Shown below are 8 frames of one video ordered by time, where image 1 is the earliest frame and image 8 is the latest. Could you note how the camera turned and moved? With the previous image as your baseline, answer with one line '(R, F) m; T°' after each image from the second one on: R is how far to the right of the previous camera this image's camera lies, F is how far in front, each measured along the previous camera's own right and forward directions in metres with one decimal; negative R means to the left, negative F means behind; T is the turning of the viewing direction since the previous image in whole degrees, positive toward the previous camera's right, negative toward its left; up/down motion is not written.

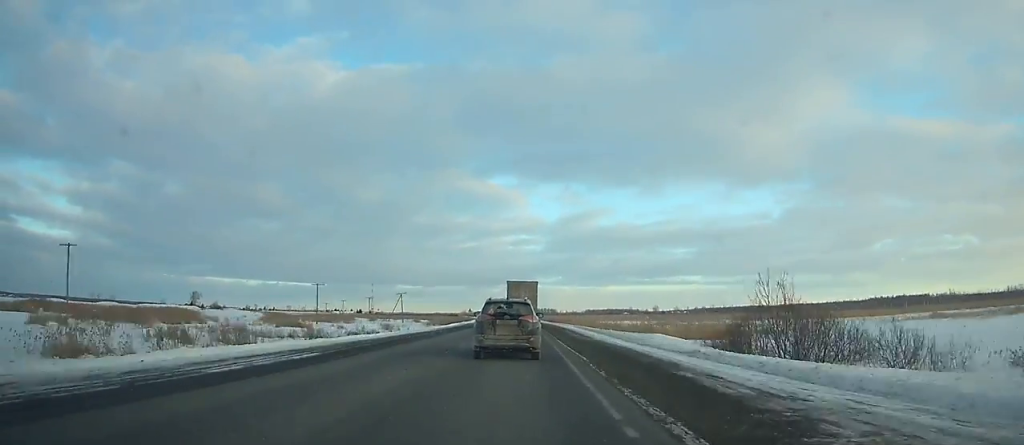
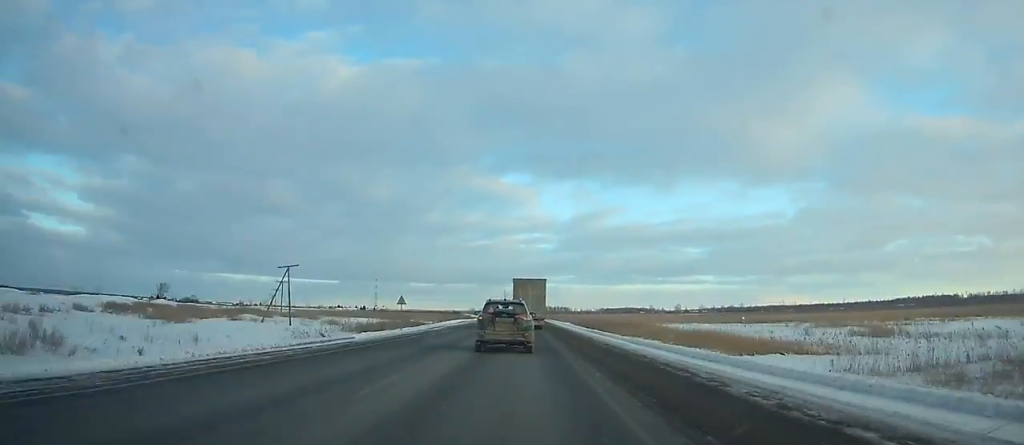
(-0.7, +72.5) m; -1°
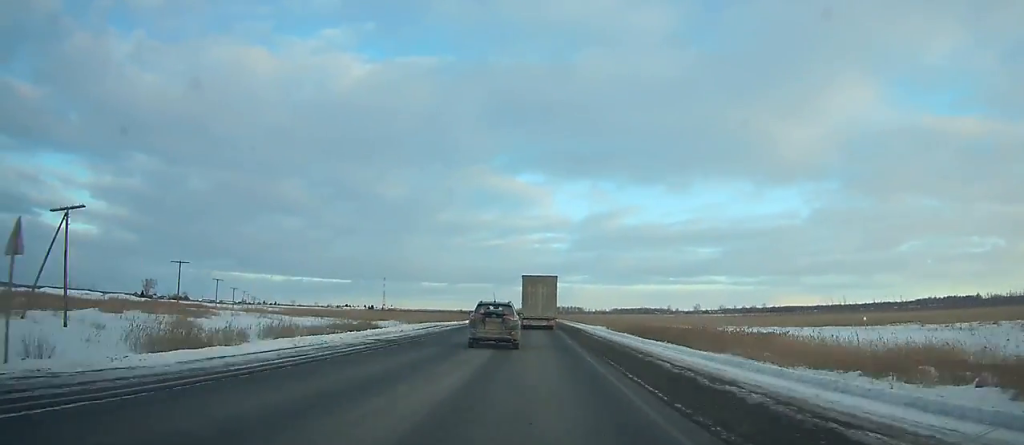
(0.0, +38.5) m; -1°
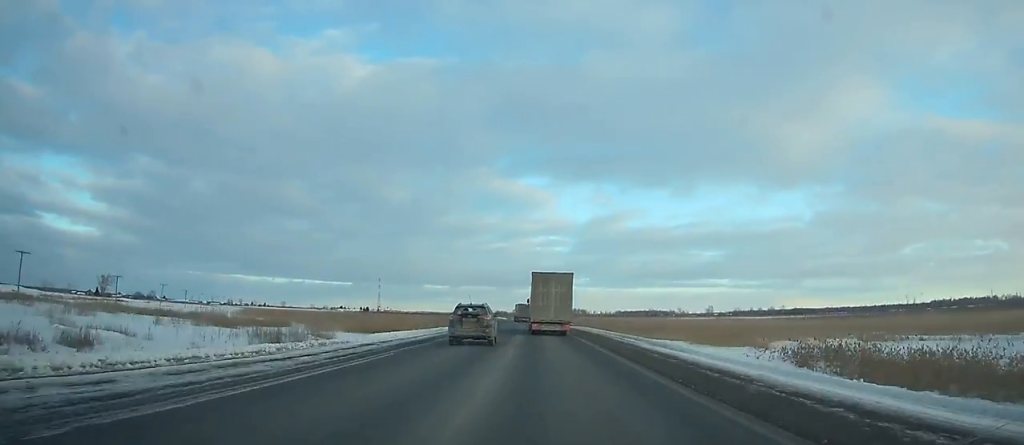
(-0.6, +56.2) m; -1°
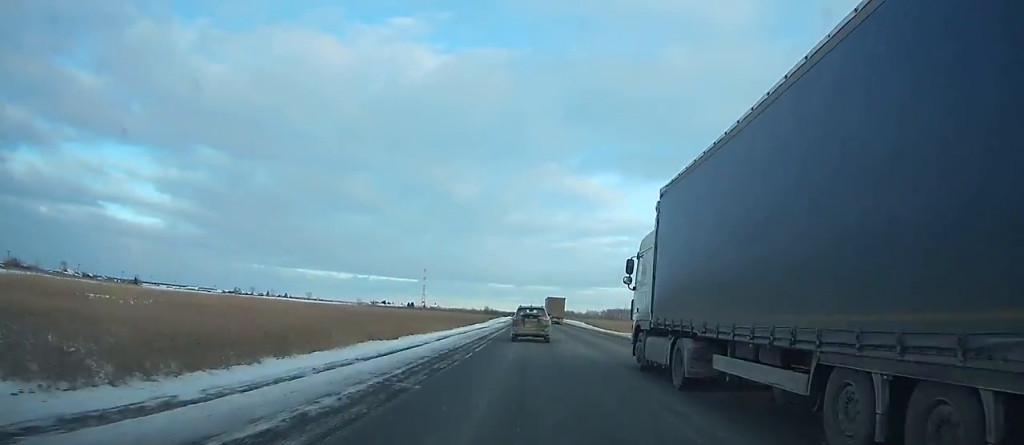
(-8.8, +182.8) m; -5°
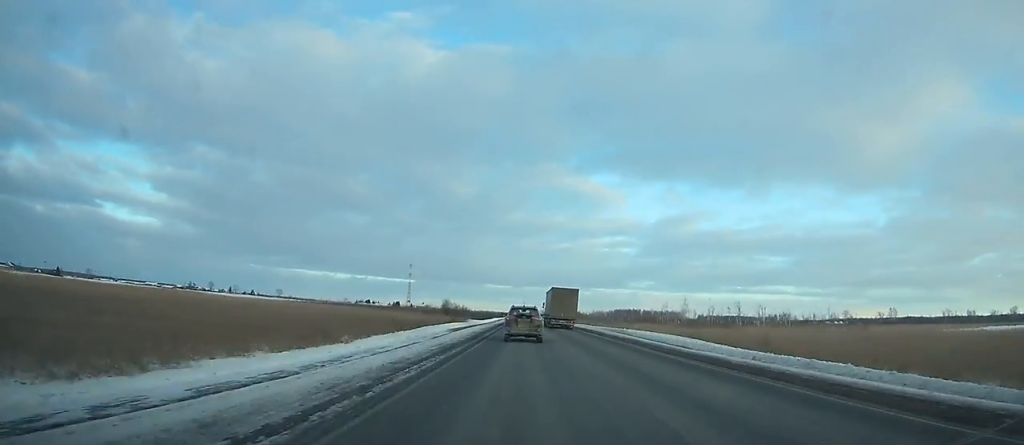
(-1.2, +111.1) m; -1°
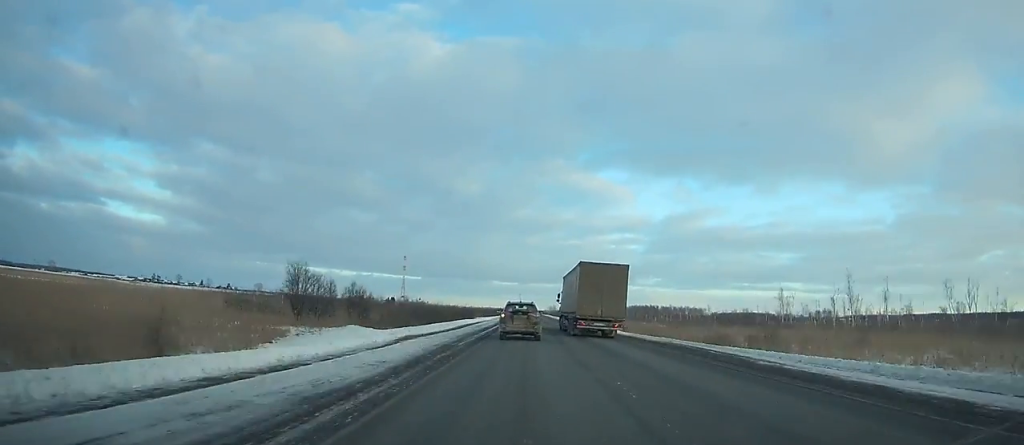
(-0.2, +85.6) m; 0°
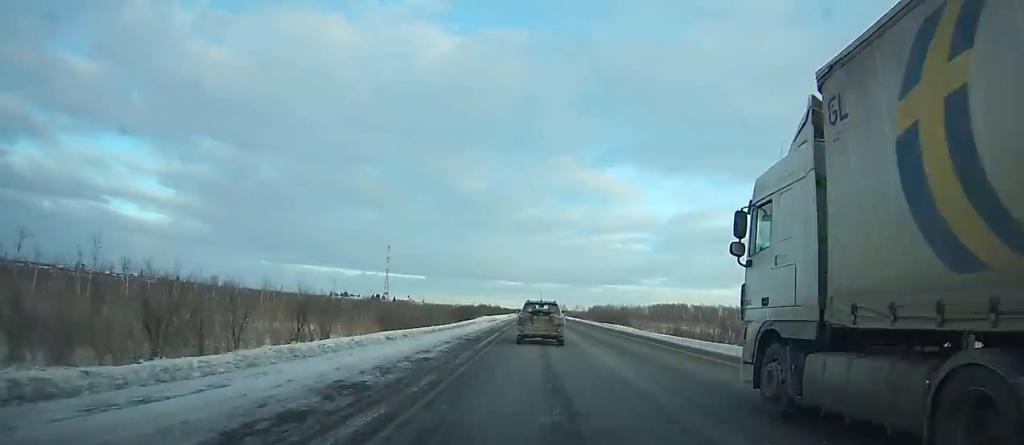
(-0.1, +127.3) m; 0°
